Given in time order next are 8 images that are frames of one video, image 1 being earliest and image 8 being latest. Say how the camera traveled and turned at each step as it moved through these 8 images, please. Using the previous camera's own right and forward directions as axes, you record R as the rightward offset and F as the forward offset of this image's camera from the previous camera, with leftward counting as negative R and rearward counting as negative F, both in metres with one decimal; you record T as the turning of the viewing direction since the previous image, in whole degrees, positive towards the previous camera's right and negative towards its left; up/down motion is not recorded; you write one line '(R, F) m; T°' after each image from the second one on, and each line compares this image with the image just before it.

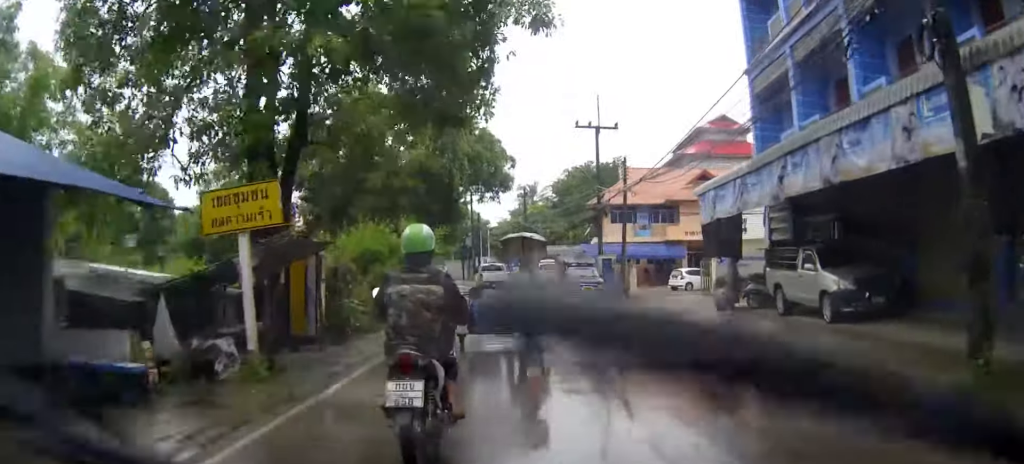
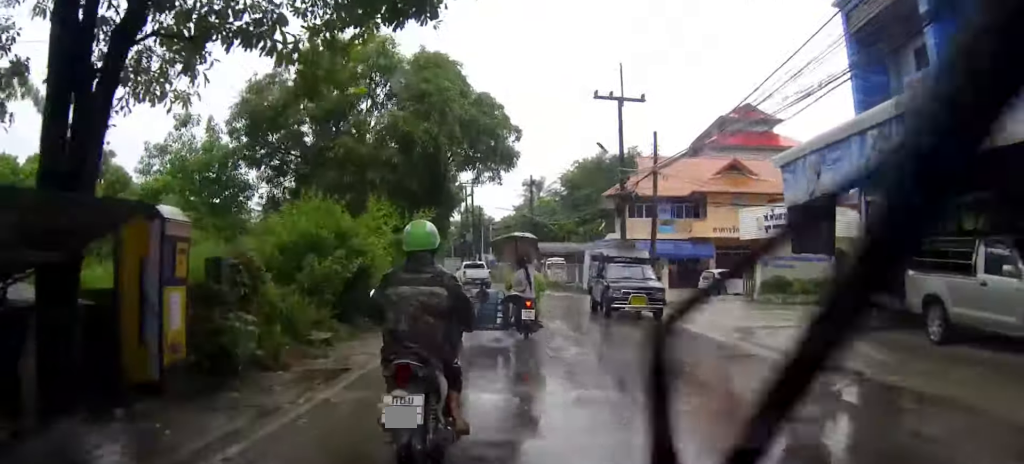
(-0.4, +8.0) m; -1°
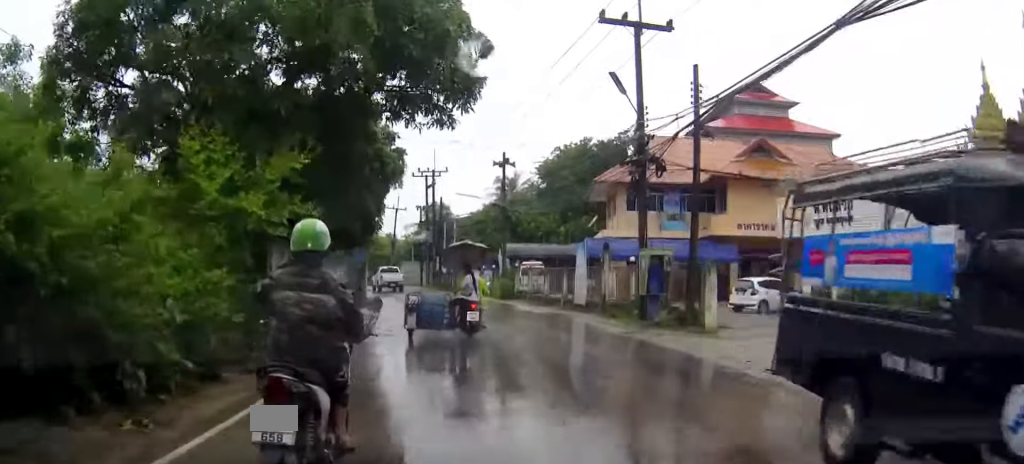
(+0.4, +13.2) m; +4°
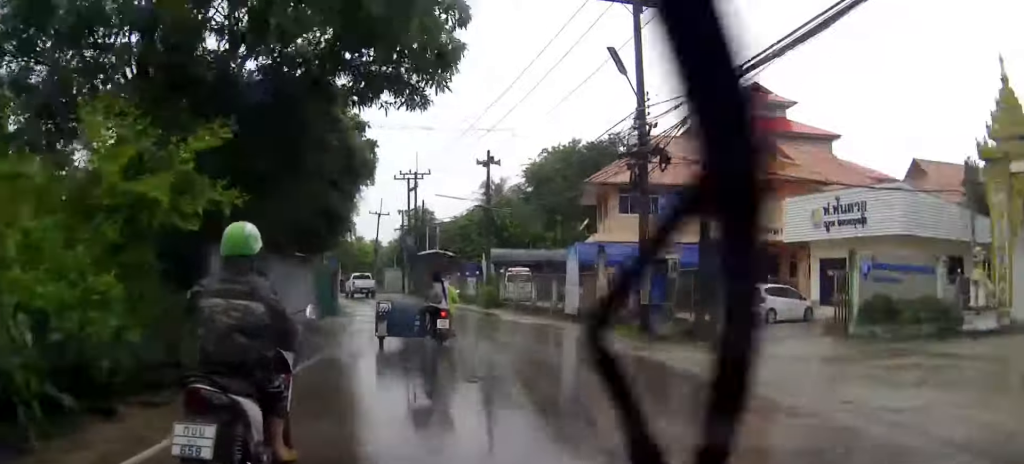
(0.0, +2.8) m; +2°
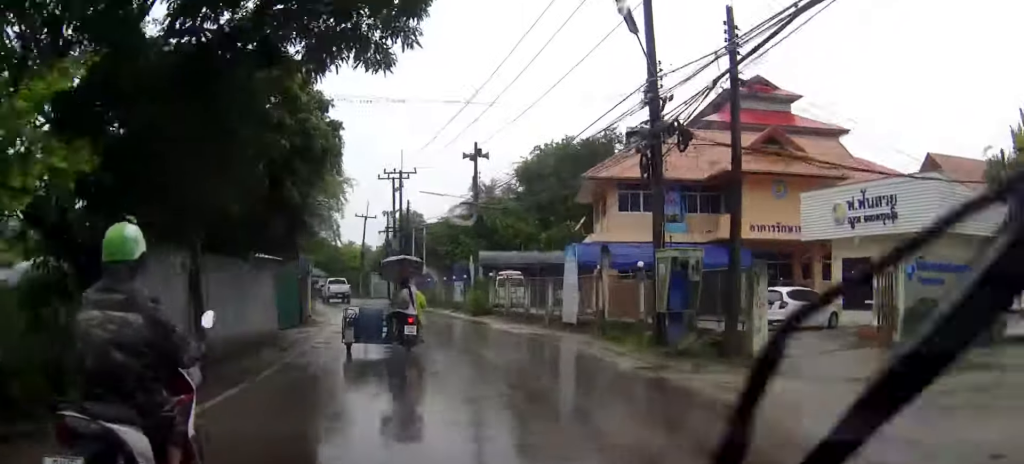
(-0.1, +3.0) m; +2°
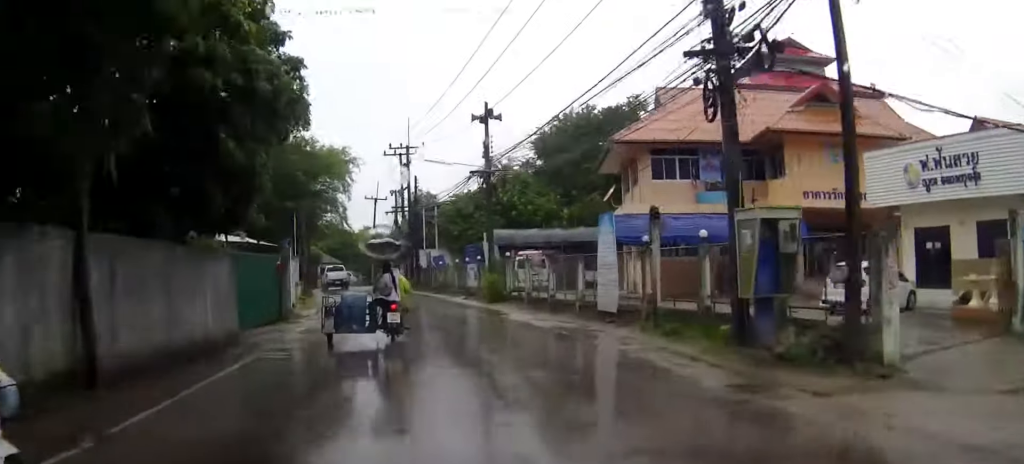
(+0.2, +4.2) m; -1°
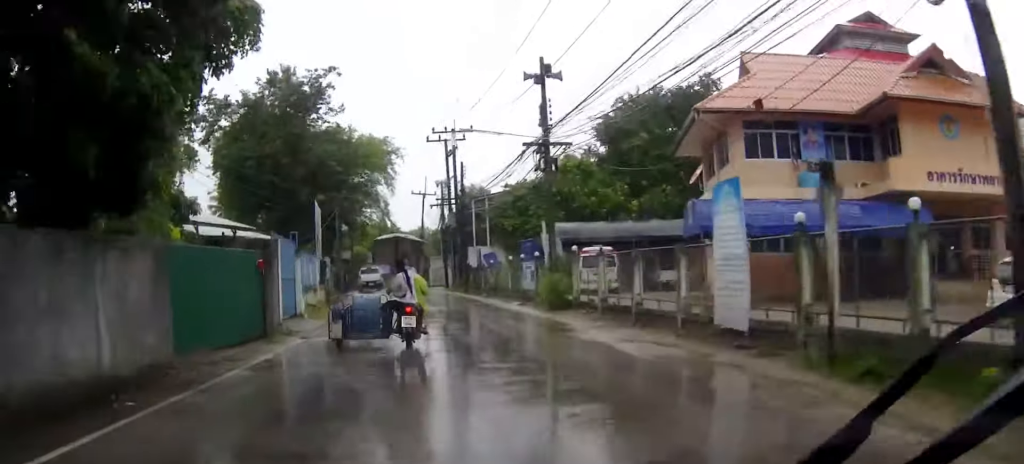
(+0.1, +5.5) m; -3°
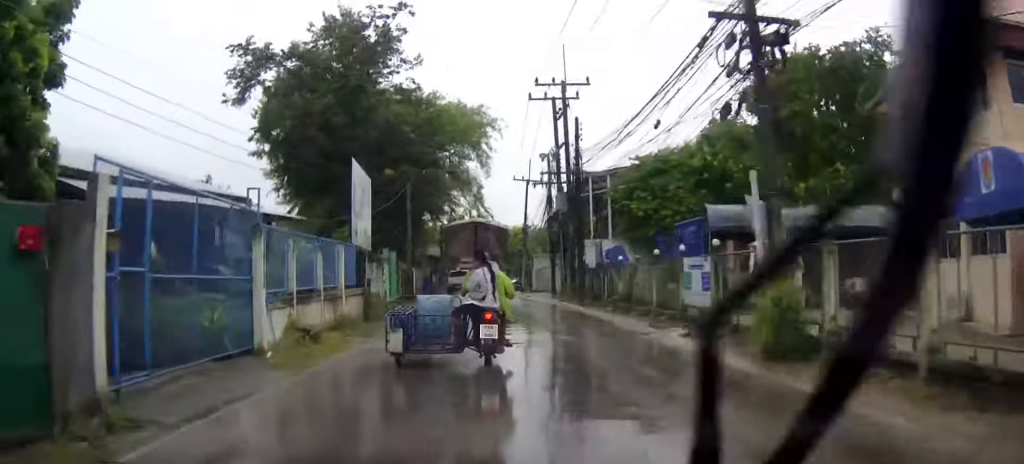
(-1.2, +11.0) m; -10°
